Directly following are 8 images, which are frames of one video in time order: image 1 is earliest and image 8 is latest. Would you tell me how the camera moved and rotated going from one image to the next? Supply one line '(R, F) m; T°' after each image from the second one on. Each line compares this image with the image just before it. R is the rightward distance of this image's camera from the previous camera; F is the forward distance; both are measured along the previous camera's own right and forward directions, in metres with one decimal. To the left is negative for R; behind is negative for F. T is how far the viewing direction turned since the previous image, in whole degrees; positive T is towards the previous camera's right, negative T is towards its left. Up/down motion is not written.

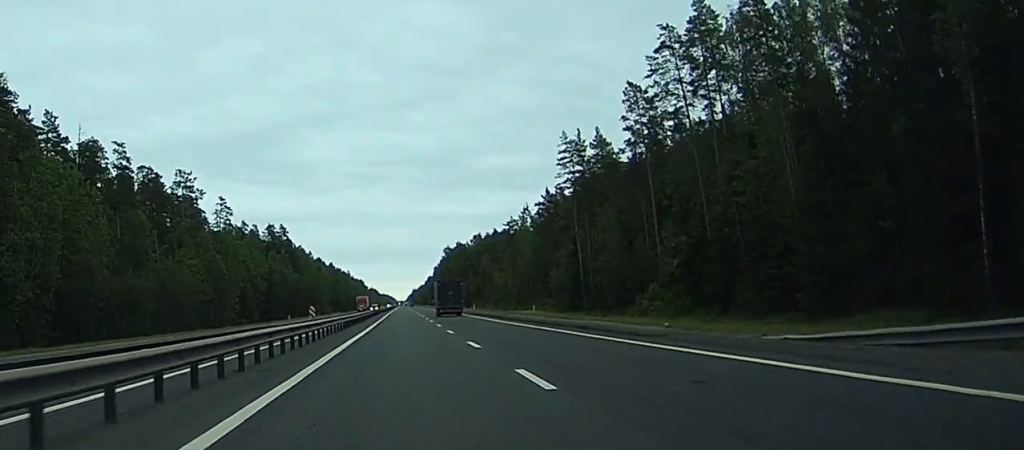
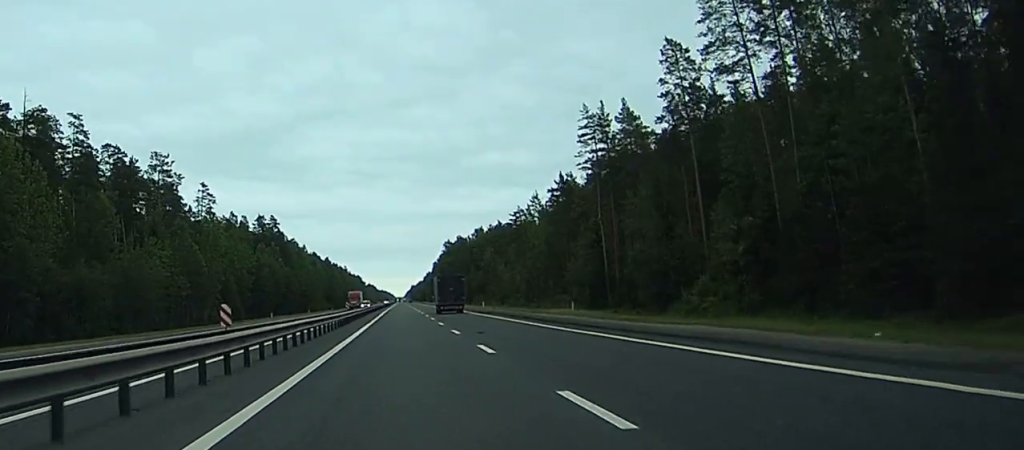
(-0.1, +15.3) m; +1°
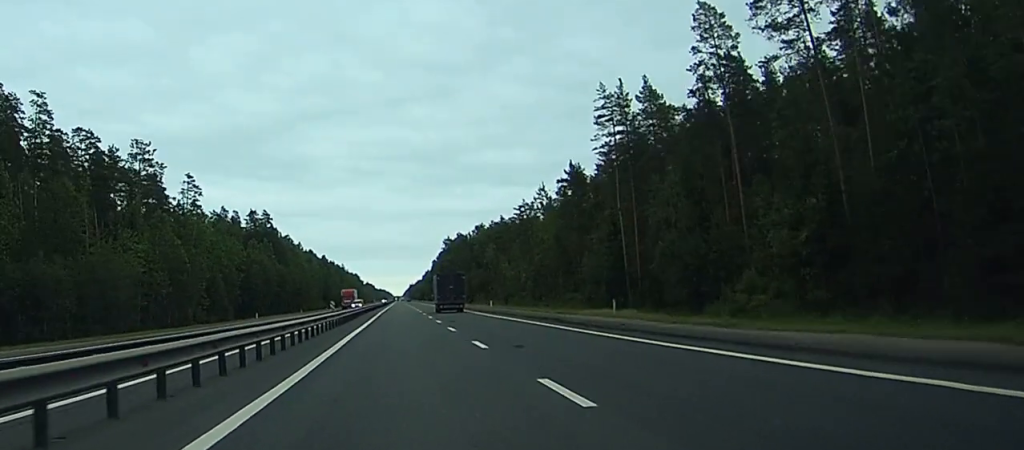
(-0.2, +10.2) m; +1°
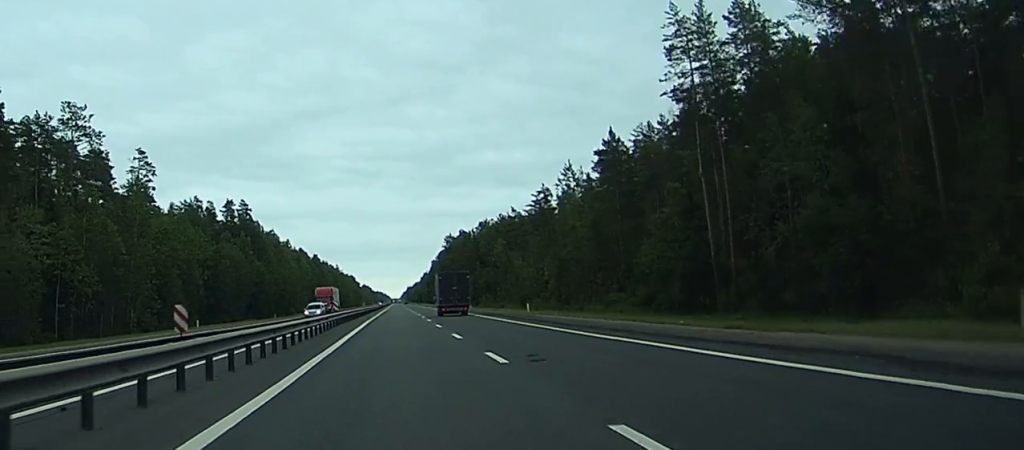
(+0.8, +27.8) m; -1°
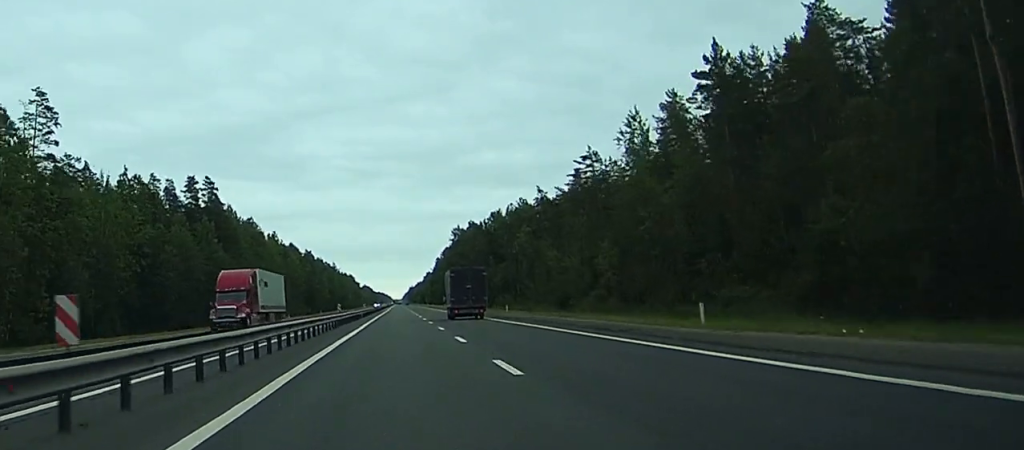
(-1.8, +36.6) m; -2°
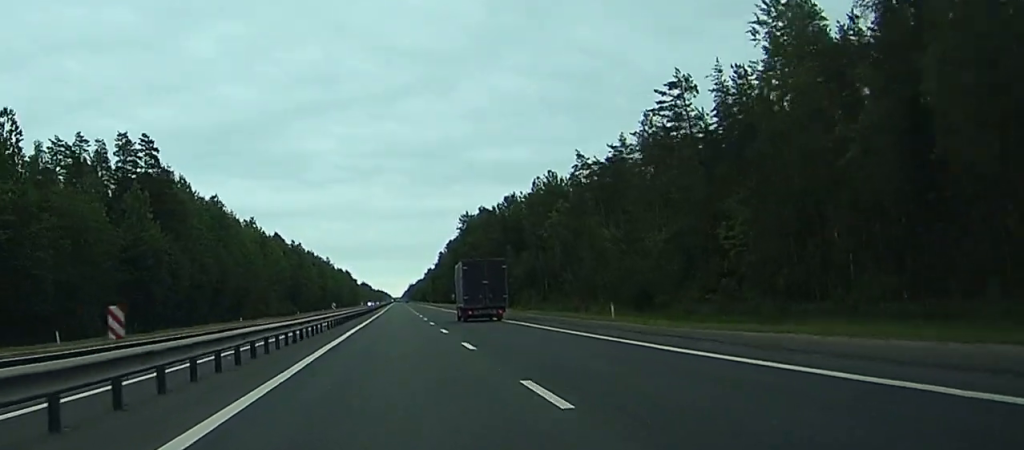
(+0.6, +38.3) m; +1°
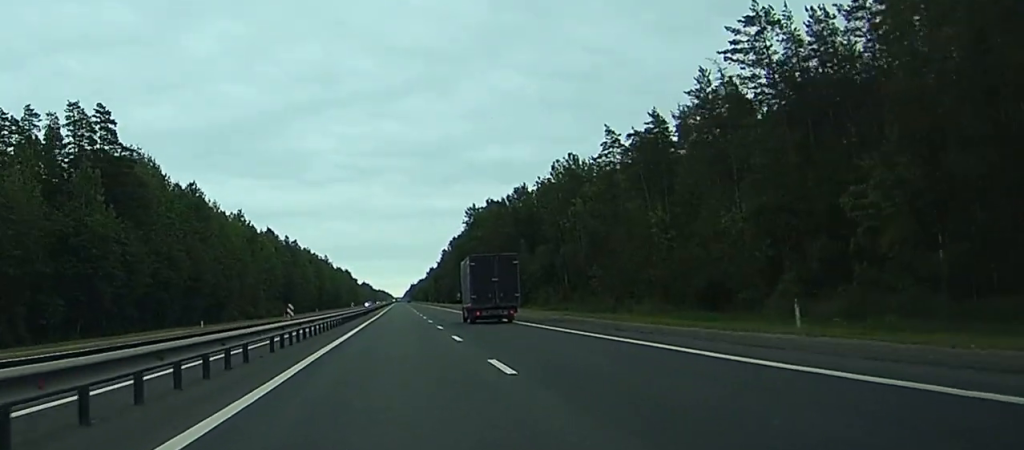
(-0.1, +18.4) m; 0°
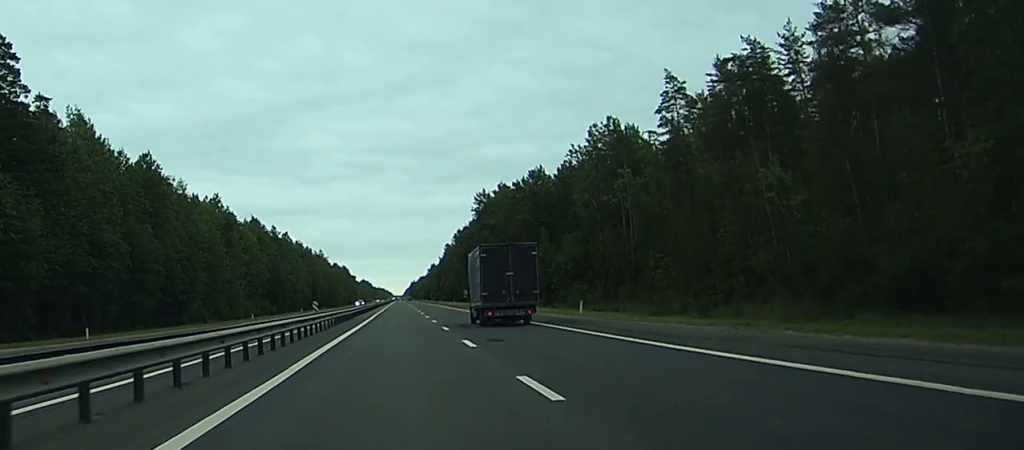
(+0.3, +26.9) m; +1°
